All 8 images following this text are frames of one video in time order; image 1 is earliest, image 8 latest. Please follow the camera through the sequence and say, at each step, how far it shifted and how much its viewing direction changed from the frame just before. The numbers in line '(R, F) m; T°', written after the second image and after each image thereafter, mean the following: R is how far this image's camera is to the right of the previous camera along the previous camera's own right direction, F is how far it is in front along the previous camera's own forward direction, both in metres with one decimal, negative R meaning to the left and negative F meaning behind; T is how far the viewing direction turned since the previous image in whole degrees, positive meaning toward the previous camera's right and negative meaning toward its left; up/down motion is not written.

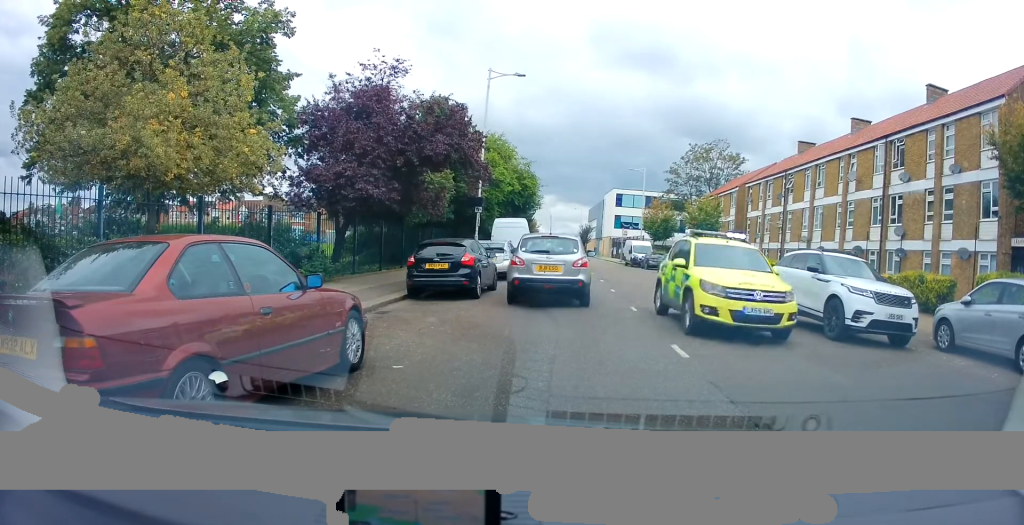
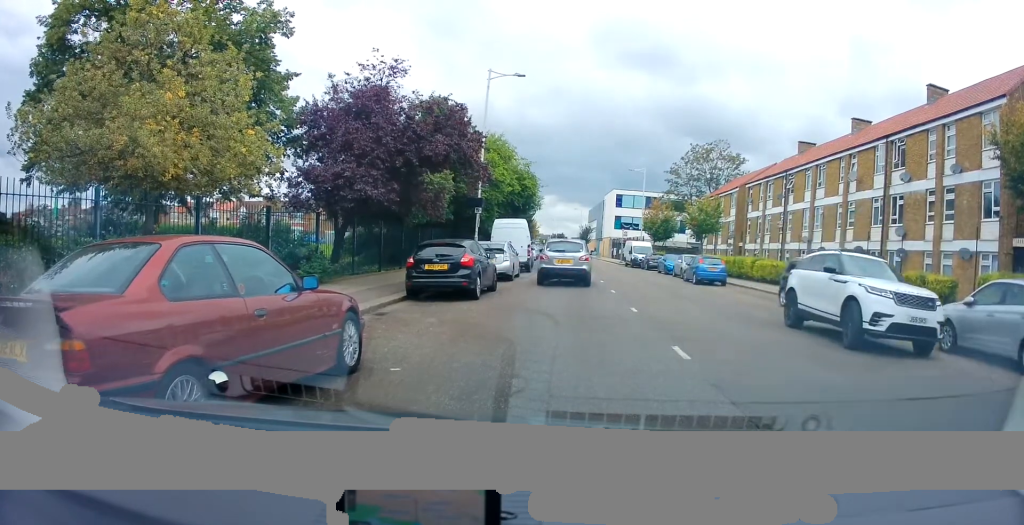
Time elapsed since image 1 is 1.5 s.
(0.0, +0.2) m; 0°
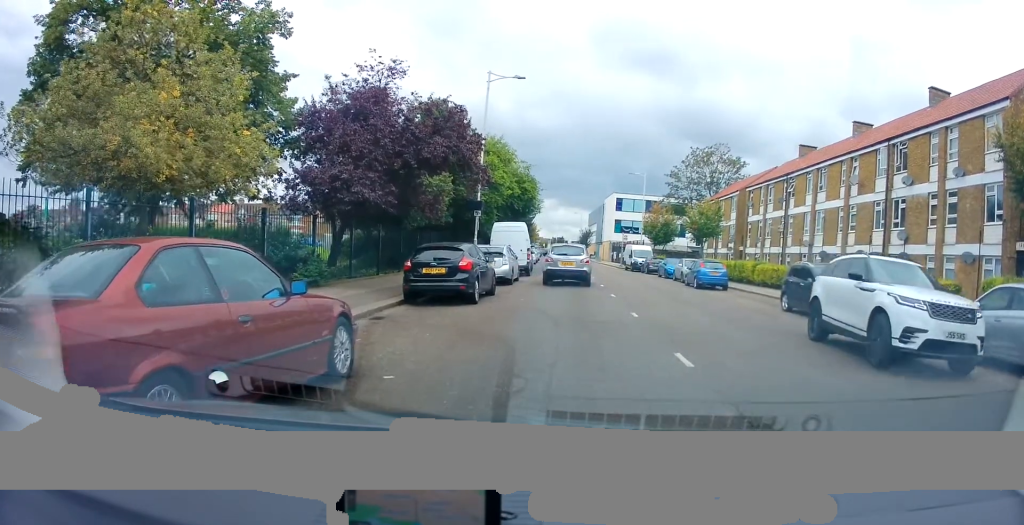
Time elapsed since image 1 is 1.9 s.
(0.0, +0.2) m; 0°
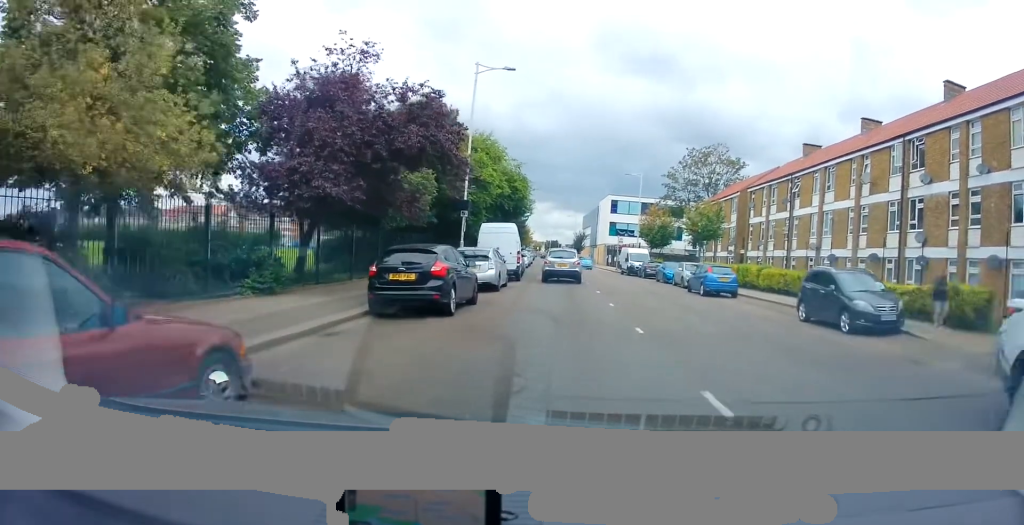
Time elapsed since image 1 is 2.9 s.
(0.0, +1.8) m; 0°
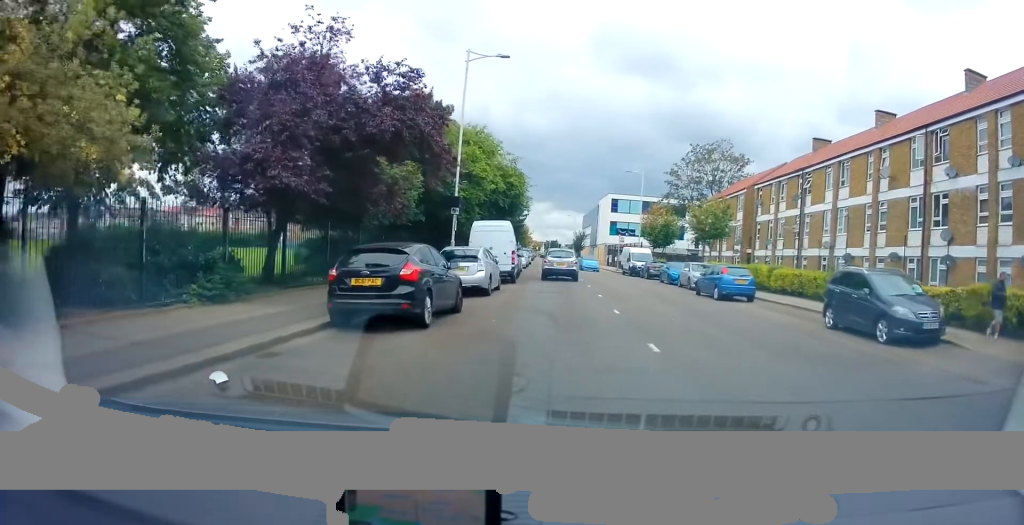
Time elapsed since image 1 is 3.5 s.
(0.0, +2.0) m; 0°
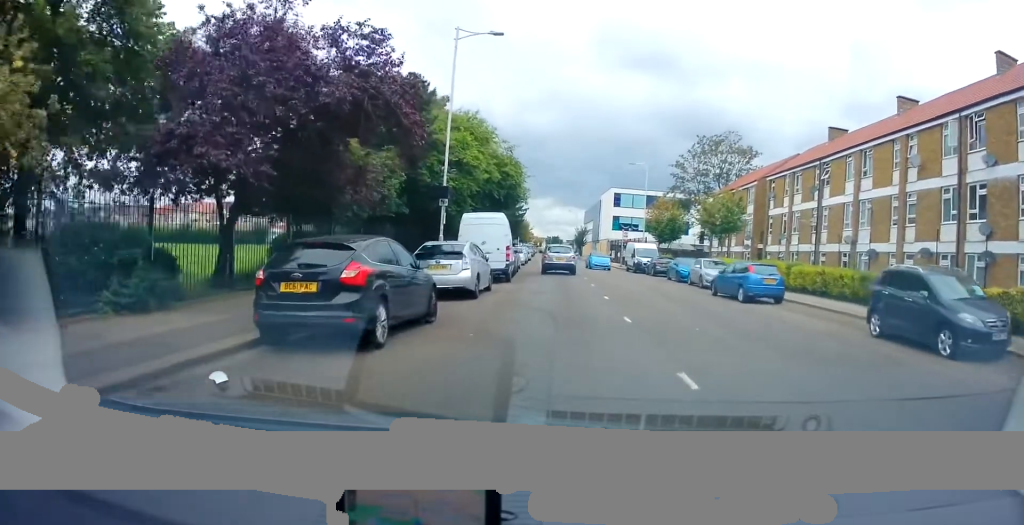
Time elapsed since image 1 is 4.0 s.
(0.0, +2.1) m; 0°
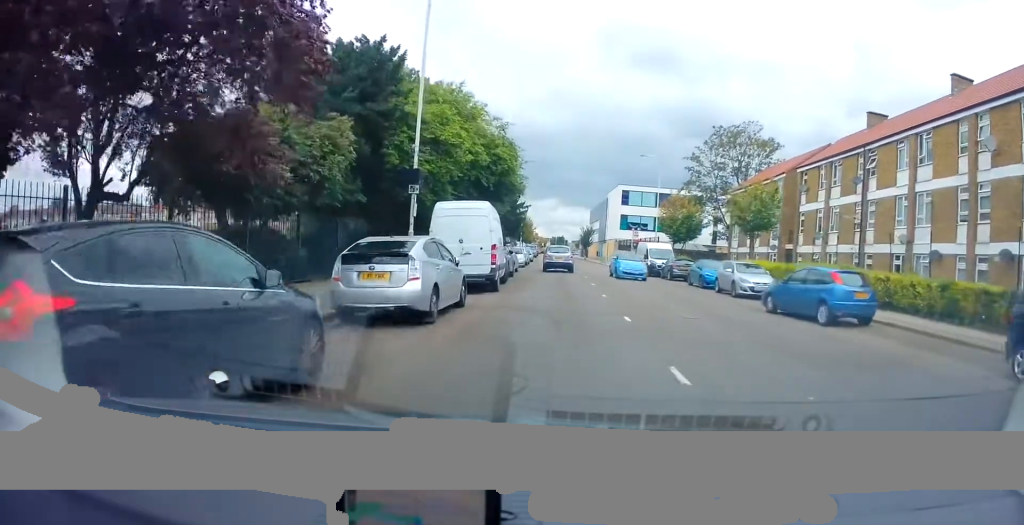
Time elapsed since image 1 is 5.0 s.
(0.0, +4.8) m; 0°
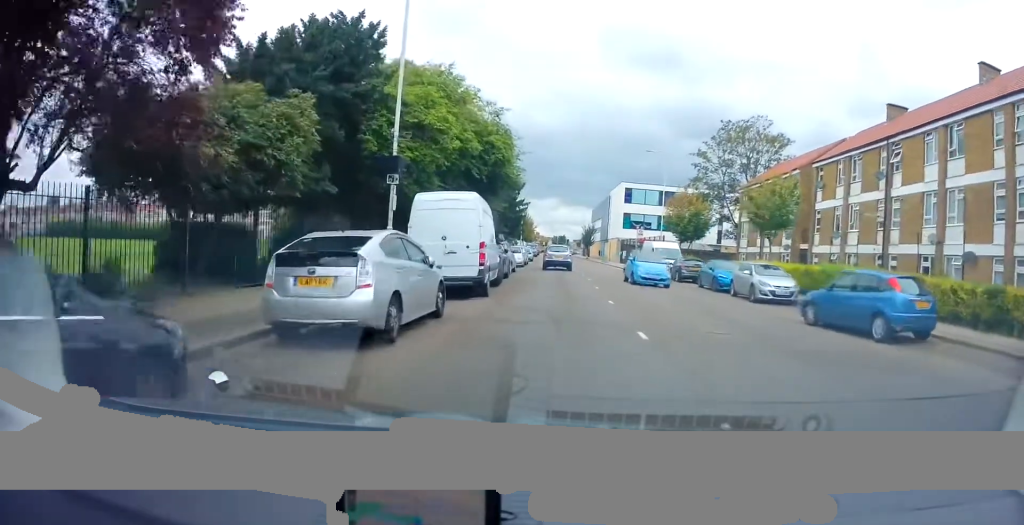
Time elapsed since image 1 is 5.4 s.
(0.0, +2.3) m; 0°
